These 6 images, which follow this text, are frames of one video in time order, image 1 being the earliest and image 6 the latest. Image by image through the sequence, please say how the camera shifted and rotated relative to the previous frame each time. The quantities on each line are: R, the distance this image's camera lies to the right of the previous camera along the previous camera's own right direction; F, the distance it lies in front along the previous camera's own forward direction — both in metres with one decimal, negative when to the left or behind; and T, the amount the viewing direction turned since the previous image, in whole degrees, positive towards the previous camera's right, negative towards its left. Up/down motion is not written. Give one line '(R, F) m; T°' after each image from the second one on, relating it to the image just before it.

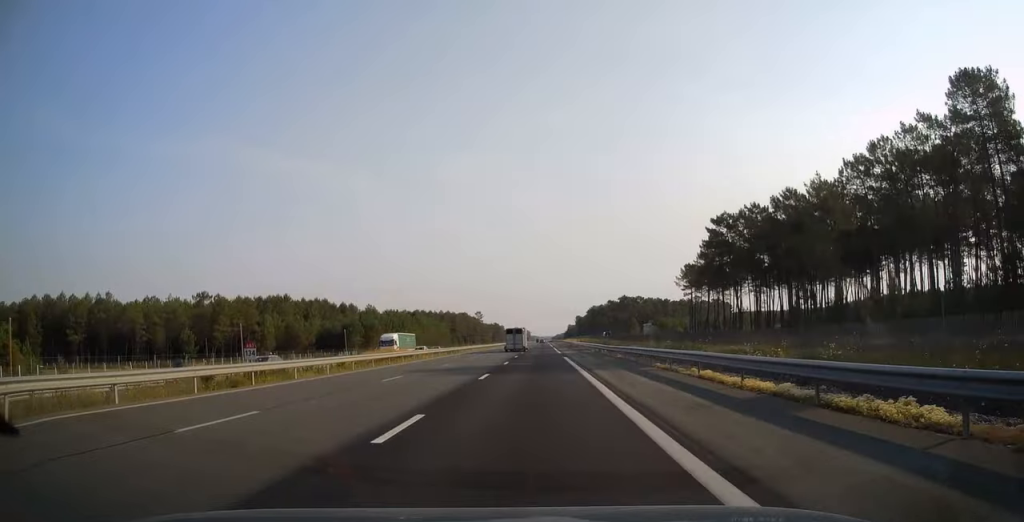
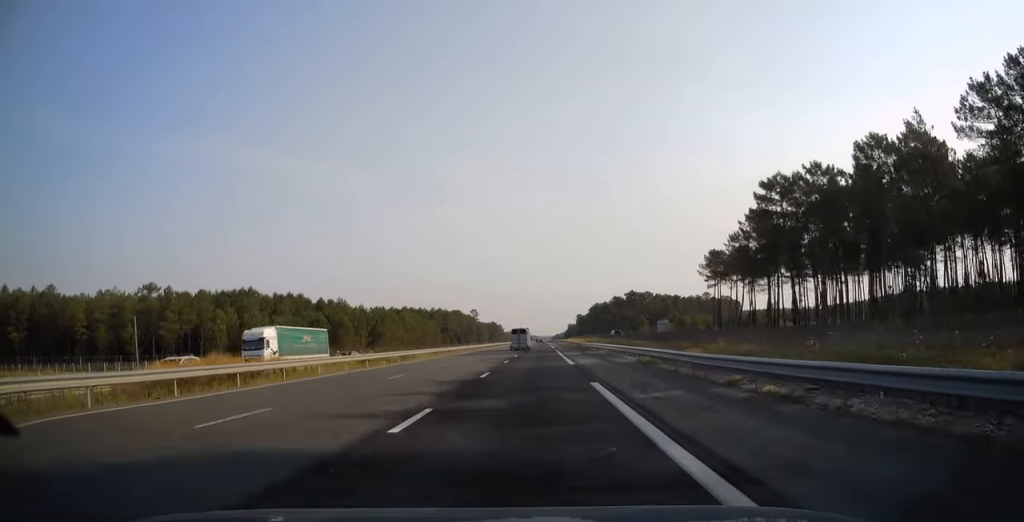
(0.0, +25.1) m; 0°
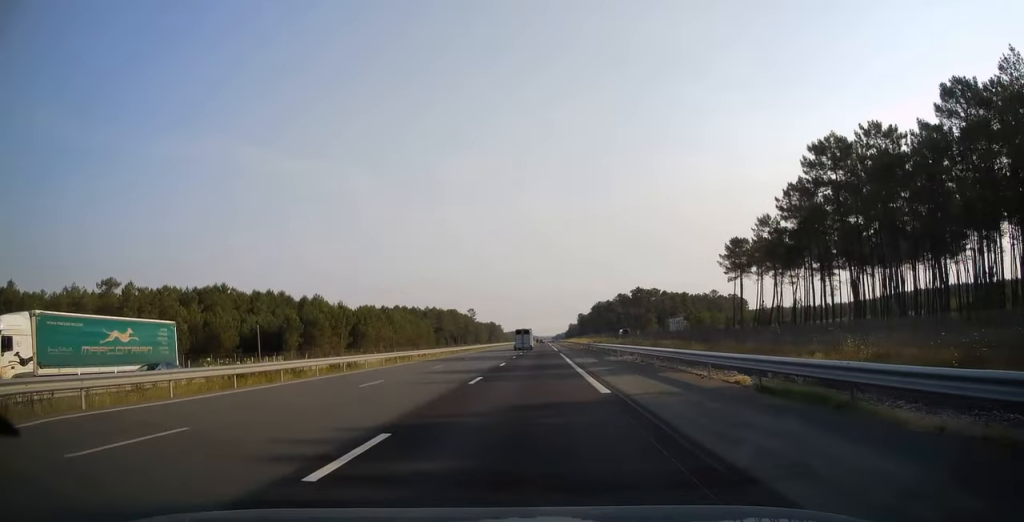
(-0.1, +16.3) m; 0°
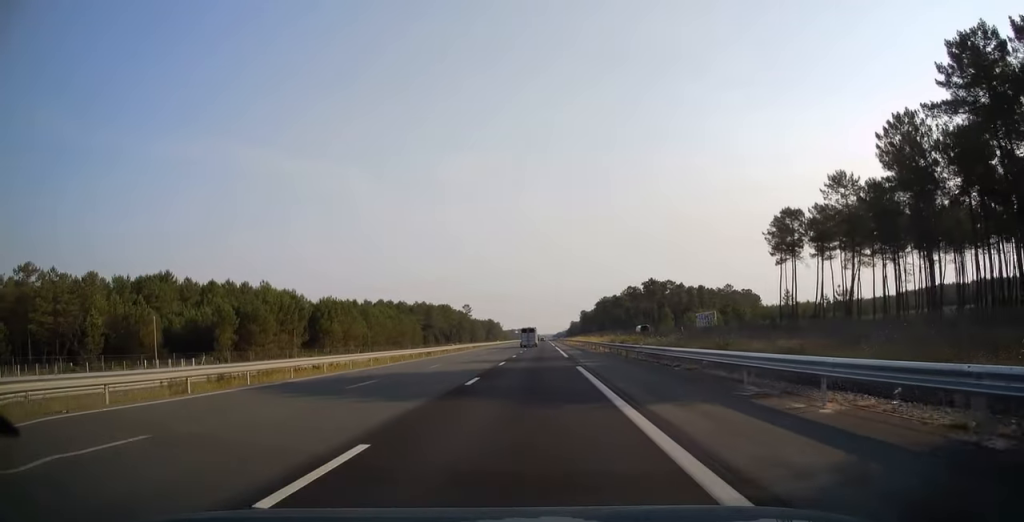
(+0.1, +27.1) m; 0°
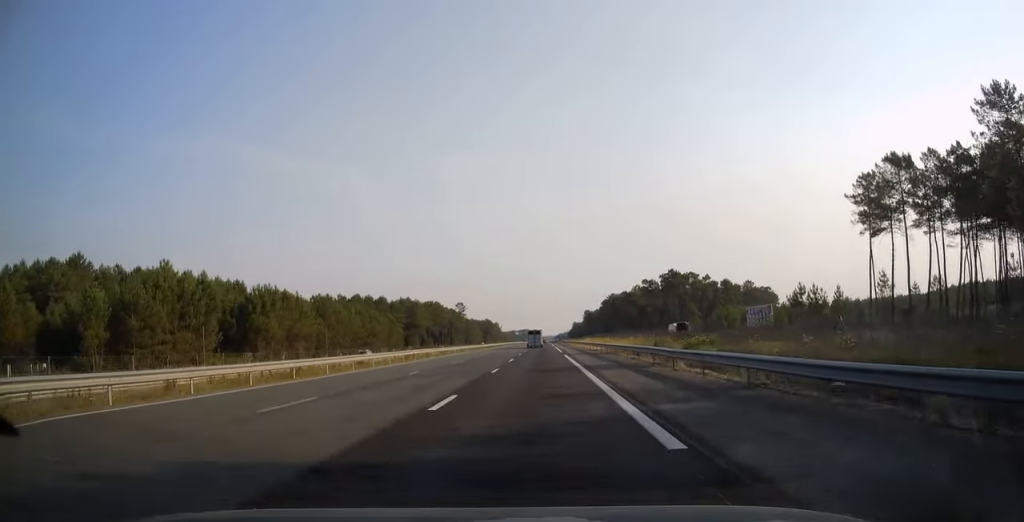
(-0.1, +31.9) m; 0°
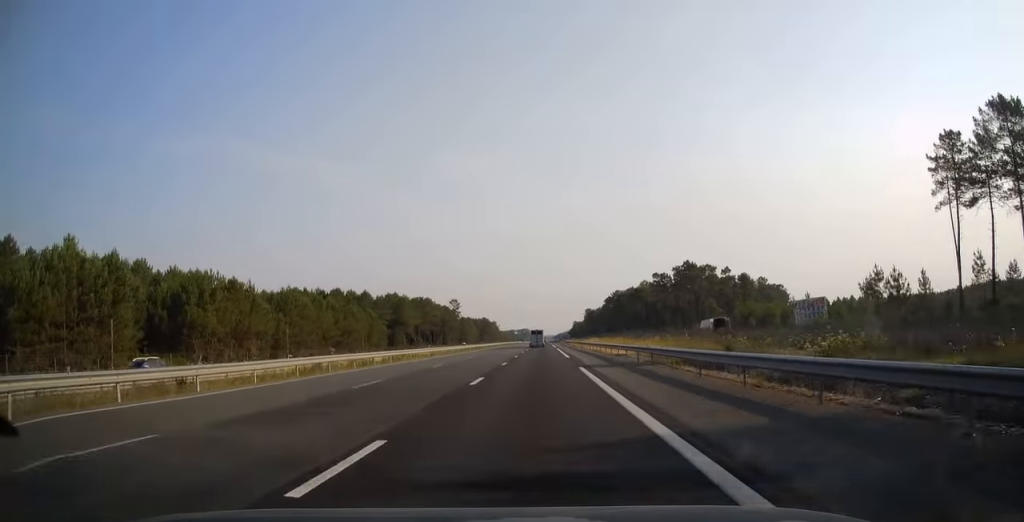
(0.0, +19.6) m; 0°
